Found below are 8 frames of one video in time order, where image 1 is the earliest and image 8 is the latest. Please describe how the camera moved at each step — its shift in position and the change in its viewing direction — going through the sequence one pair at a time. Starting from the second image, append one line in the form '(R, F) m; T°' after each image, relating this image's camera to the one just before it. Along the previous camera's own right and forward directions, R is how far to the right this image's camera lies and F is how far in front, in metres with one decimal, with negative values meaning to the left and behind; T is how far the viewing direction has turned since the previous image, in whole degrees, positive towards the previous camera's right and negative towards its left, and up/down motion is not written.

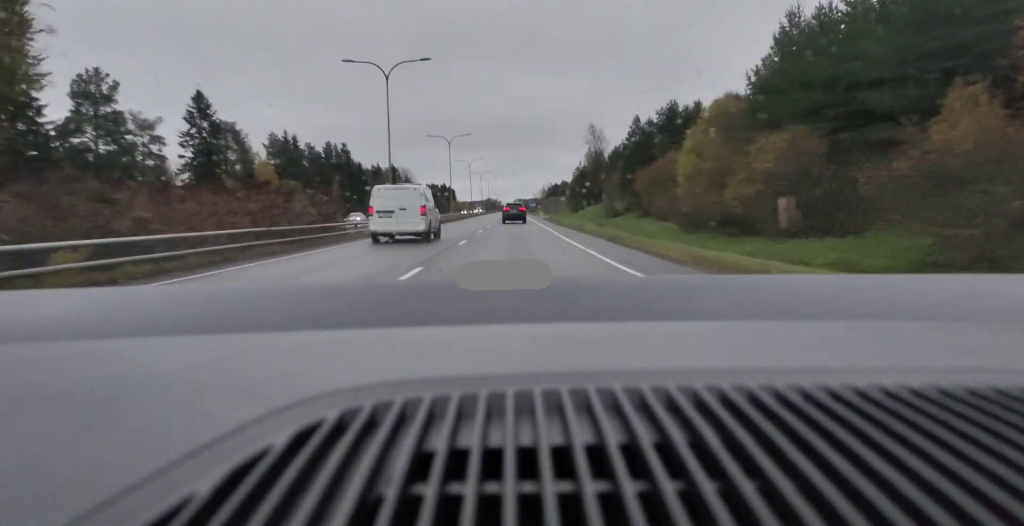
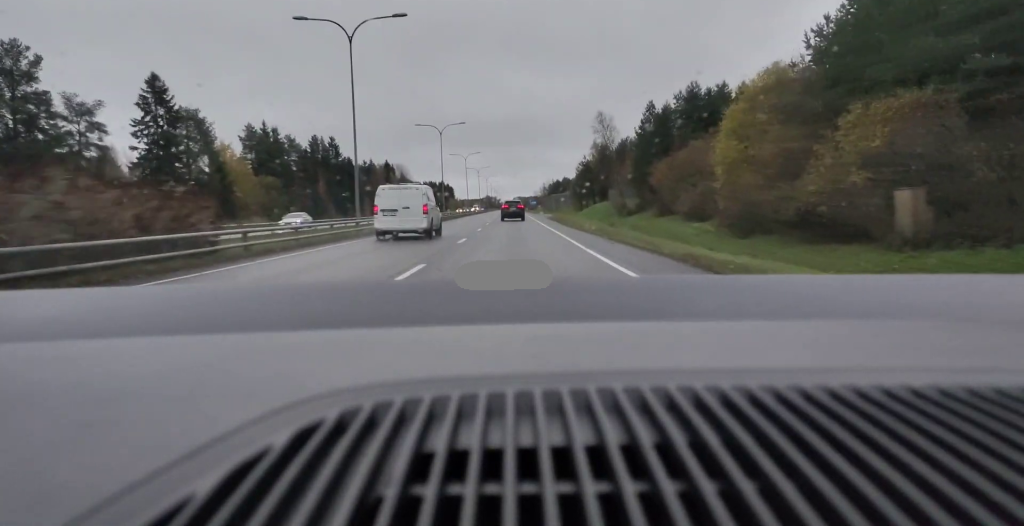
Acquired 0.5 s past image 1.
(0.0, +12.1) m; 0°
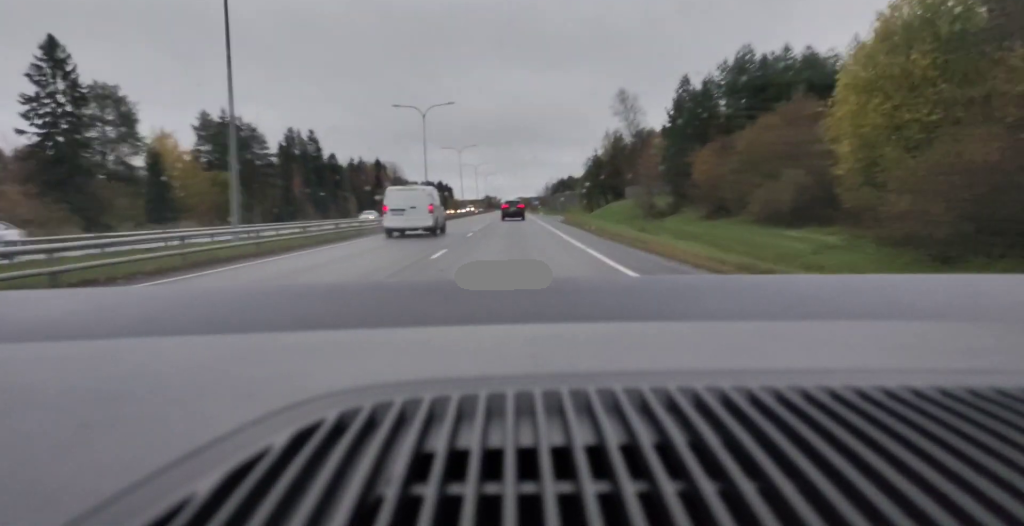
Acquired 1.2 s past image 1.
(+0.1, +18.2) m; -1°
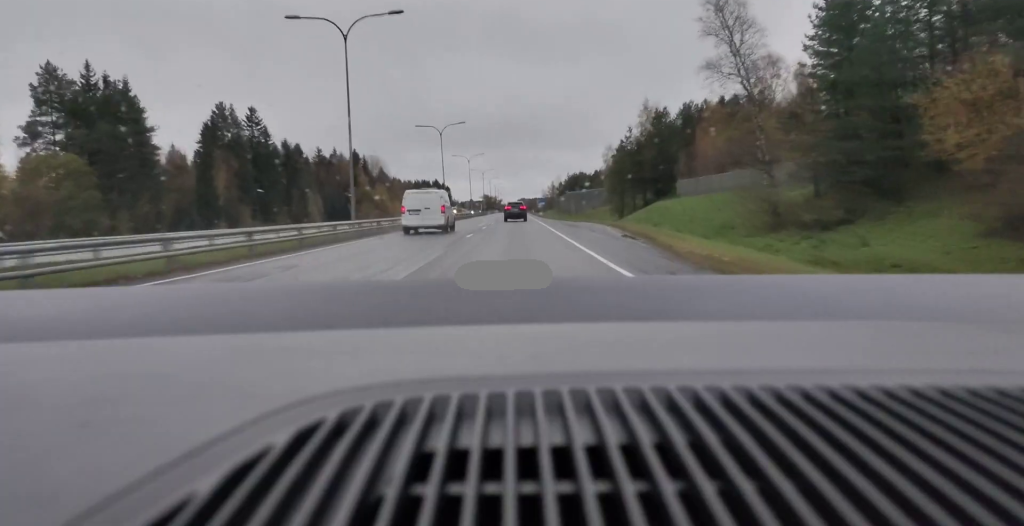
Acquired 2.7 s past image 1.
(-0.5, +36.4) m; 0°
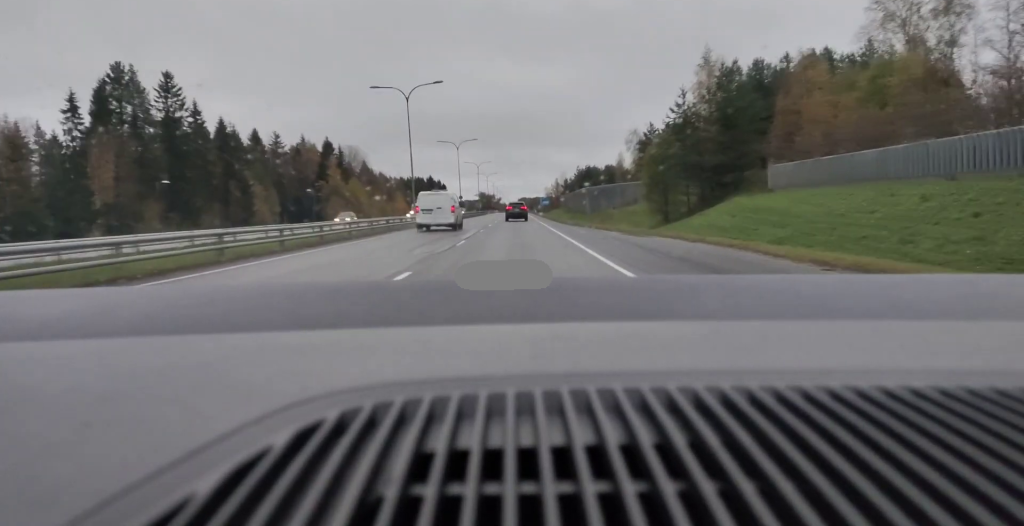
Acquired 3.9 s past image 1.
(+0.5, +29.7) m; 0°
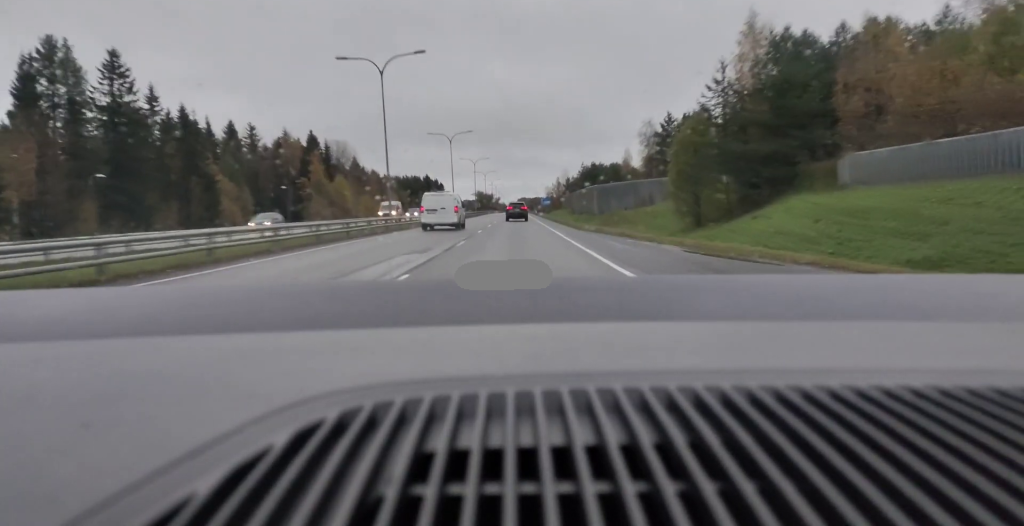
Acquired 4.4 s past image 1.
(+0.2, +12.7) m; -1°
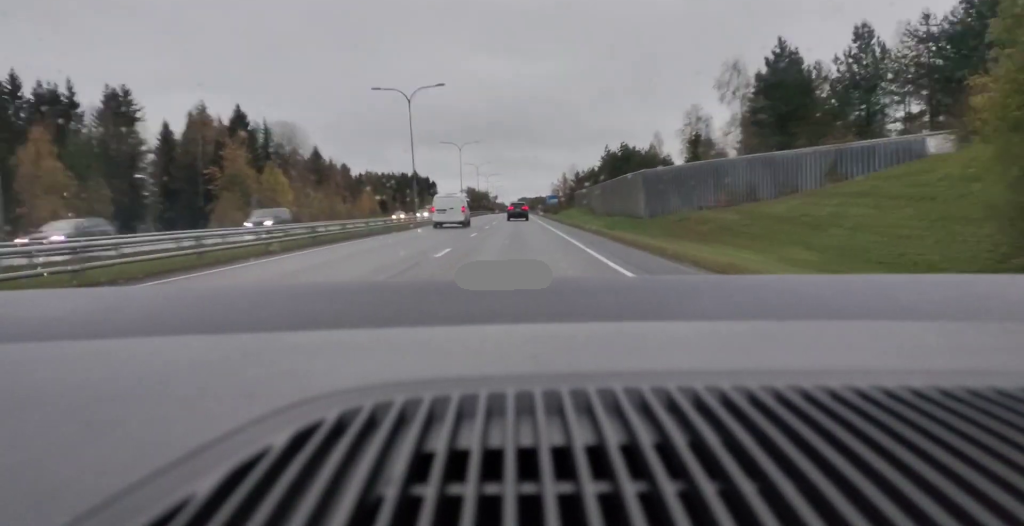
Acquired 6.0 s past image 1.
(-0.2, +40.7) m; +1°
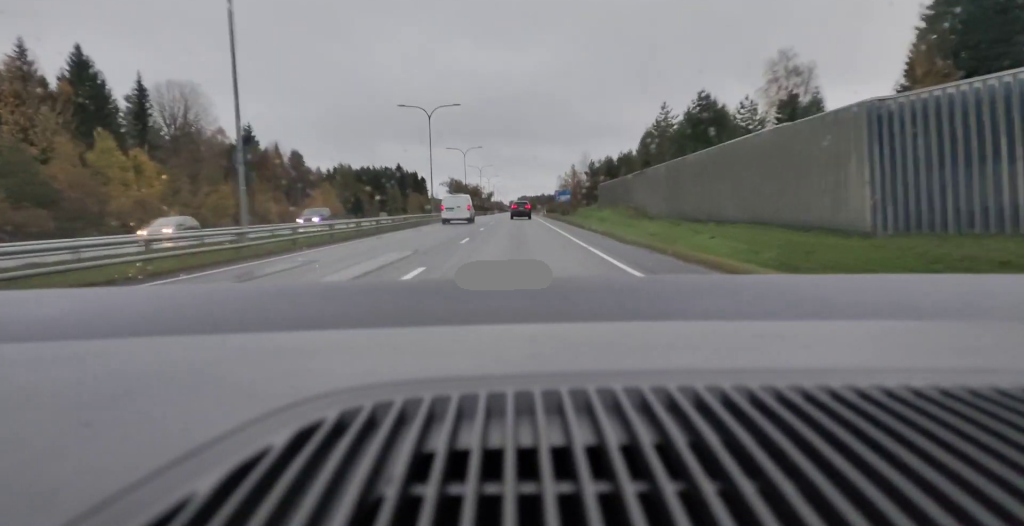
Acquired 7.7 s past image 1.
(+0.1, +41.6) m; 0°
